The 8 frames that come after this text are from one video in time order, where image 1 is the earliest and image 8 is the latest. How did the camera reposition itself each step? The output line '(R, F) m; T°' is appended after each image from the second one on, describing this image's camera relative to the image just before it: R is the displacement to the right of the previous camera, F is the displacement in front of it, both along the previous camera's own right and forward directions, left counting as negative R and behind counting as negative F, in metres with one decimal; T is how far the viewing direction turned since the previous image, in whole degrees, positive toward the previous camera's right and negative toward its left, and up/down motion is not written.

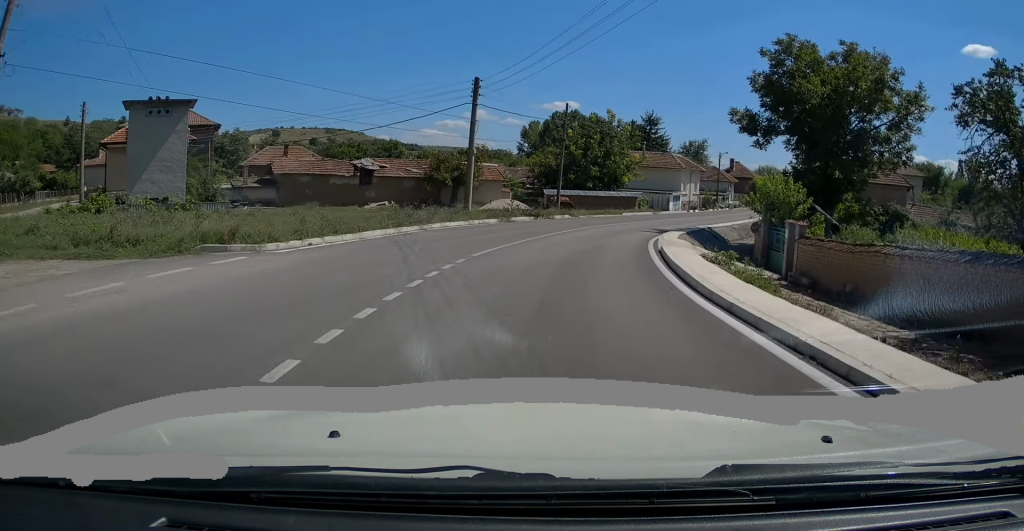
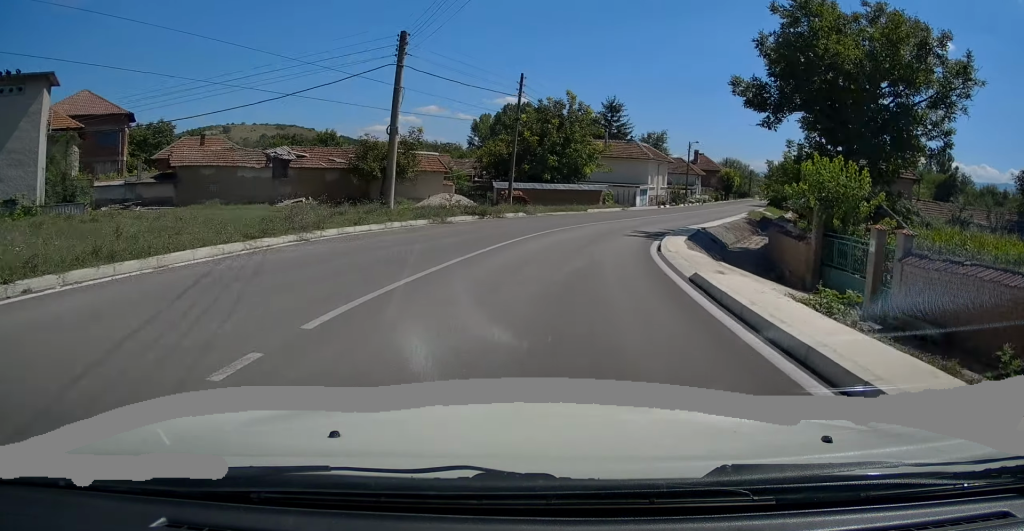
(+0.3, +7.7) m; +5°
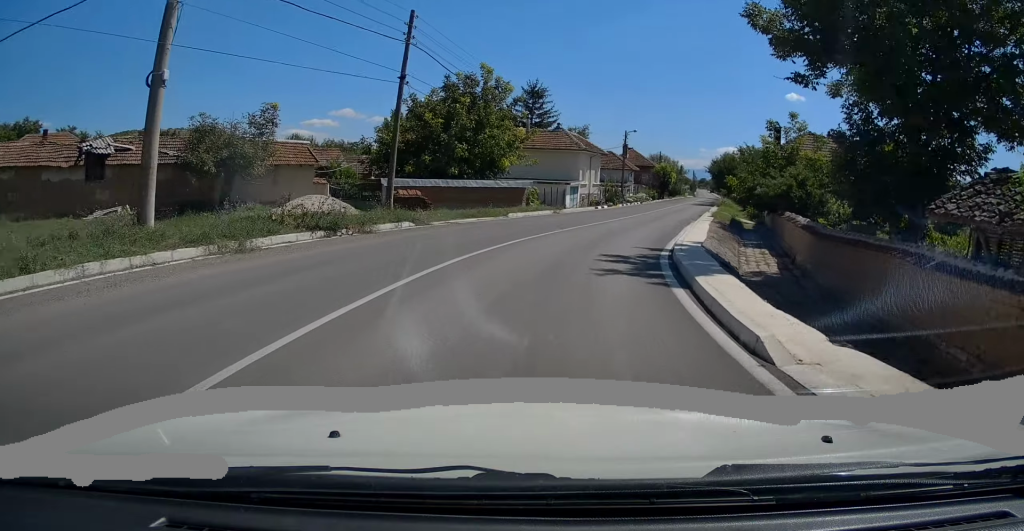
(+0.7, +10.8) m; +7°
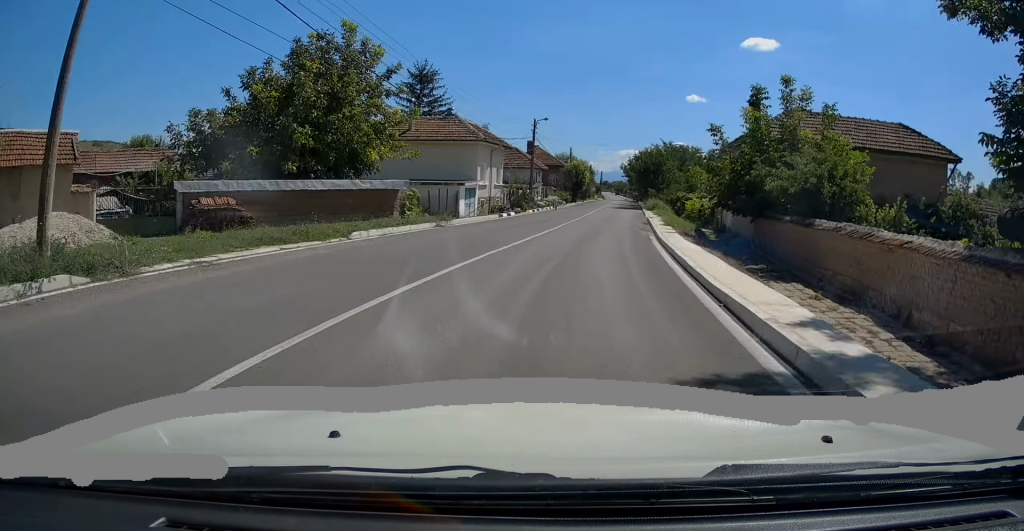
(+0.7, +11.6) m; +7°
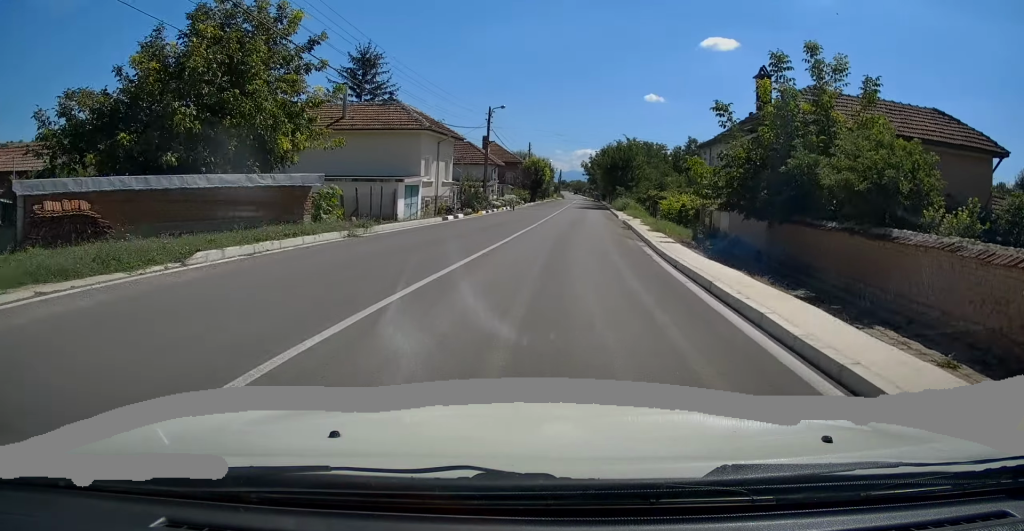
(0.0, +5.9) m; +3°
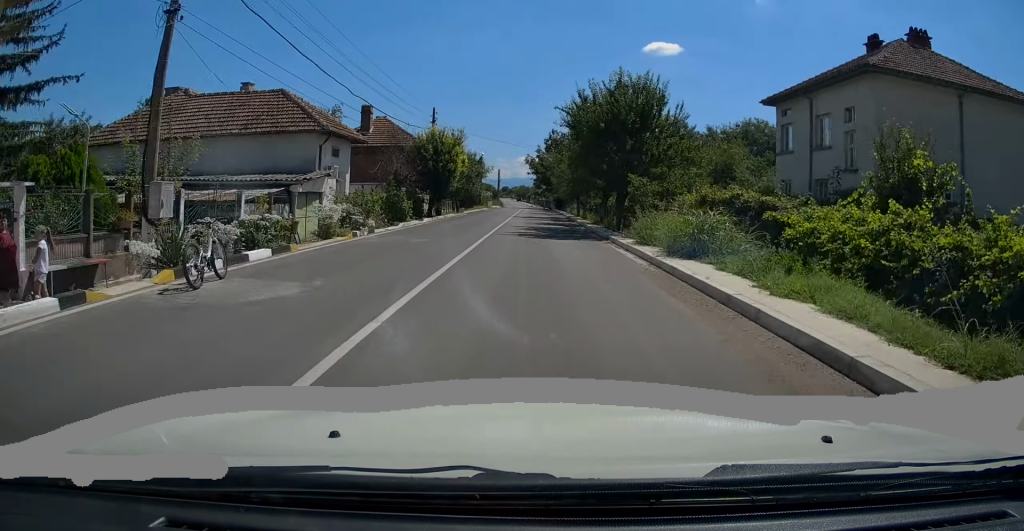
(+3.3, +32.6) m; +7°
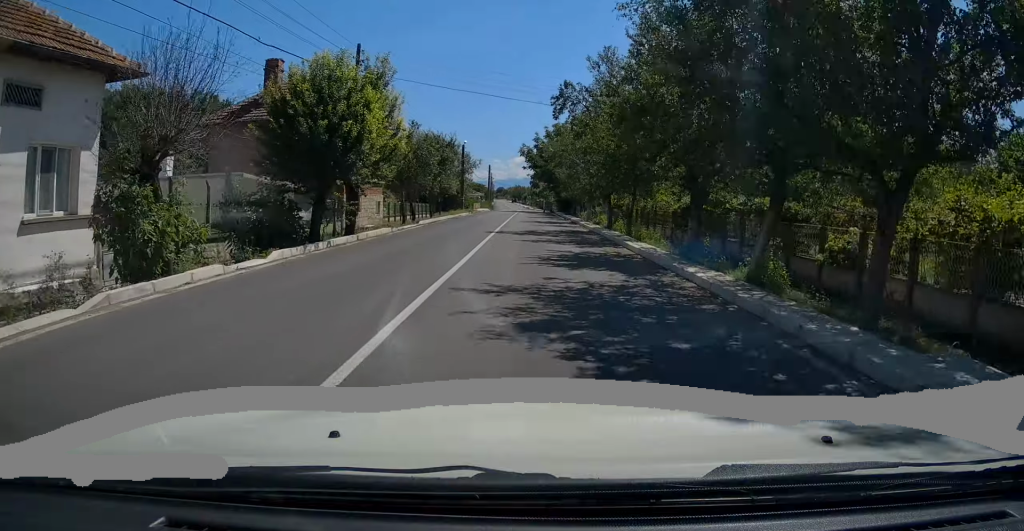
(0.0, +17.9) m; 0°
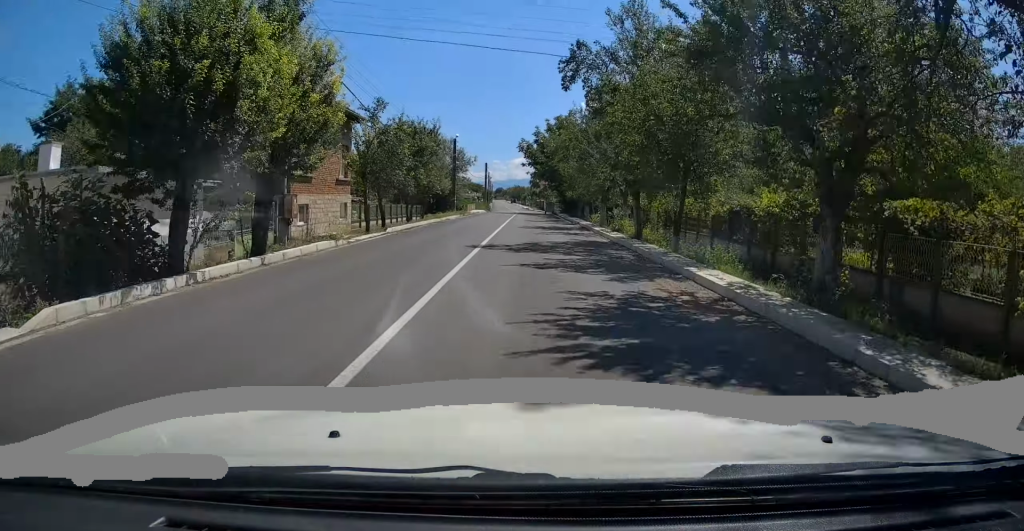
(0.0, +6.6) m; 0°
